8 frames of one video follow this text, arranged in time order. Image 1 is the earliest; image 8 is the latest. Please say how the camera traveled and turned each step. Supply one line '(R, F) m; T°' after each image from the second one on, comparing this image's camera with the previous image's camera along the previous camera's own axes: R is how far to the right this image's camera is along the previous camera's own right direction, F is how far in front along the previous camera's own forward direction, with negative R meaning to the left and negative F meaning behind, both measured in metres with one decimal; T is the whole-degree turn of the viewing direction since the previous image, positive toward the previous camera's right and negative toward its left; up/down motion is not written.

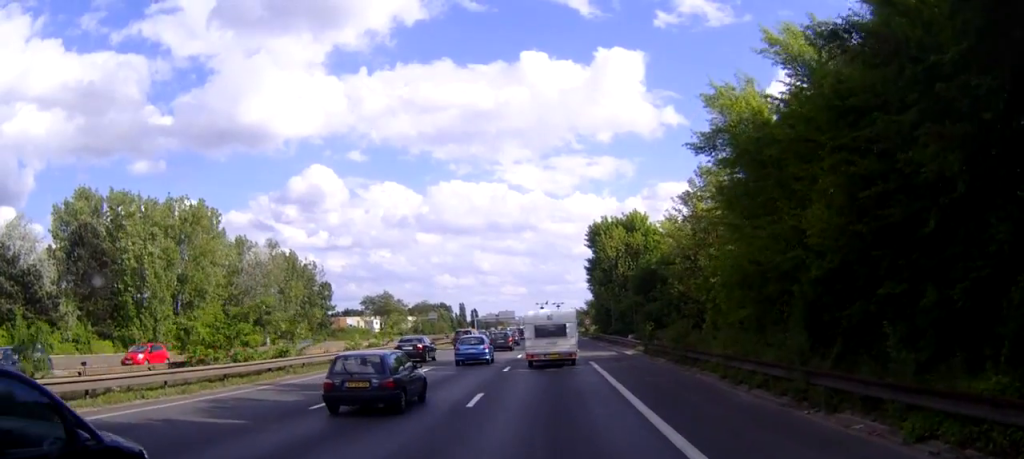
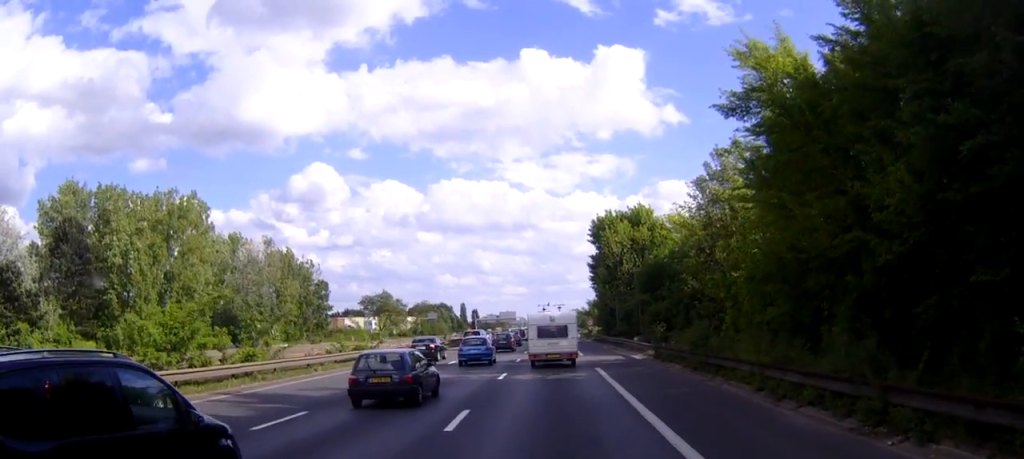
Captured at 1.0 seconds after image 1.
(0.0, +3.5) m; 0°
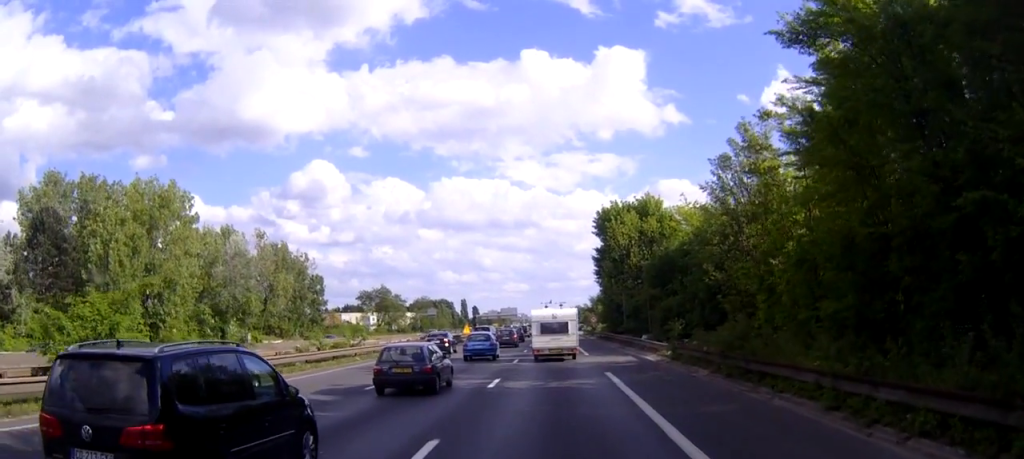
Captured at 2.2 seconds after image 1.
(0.0, +4.8) m; -1°
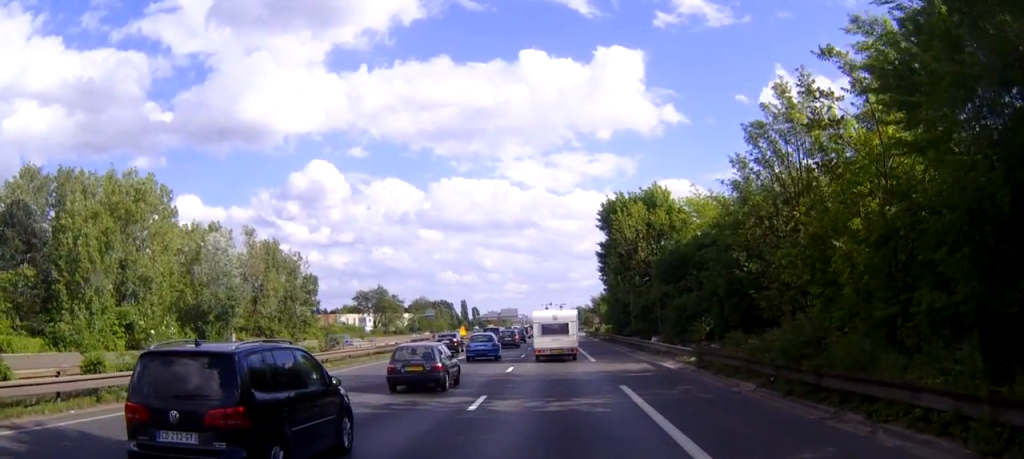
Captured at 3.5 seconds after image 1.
(-0.1, +5.5) m; -1°
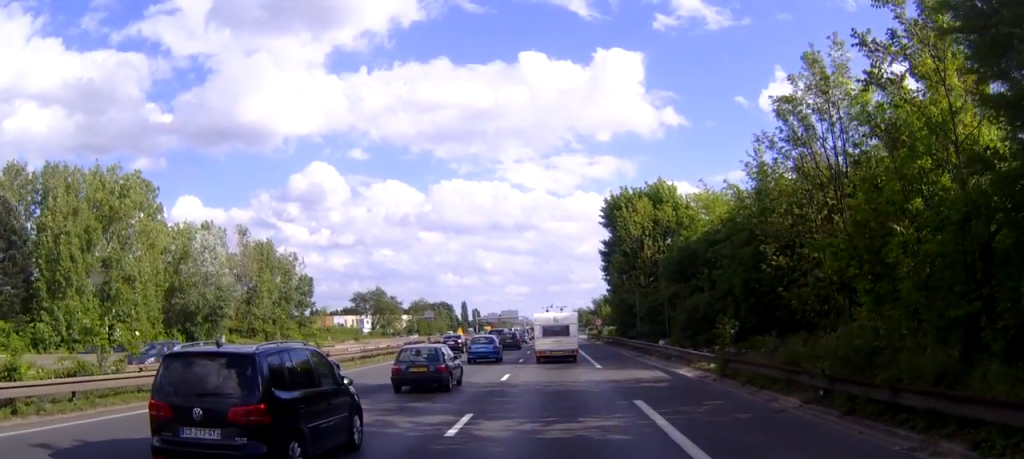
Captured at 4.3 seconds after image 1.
(0.0, +3.6) m; 0°
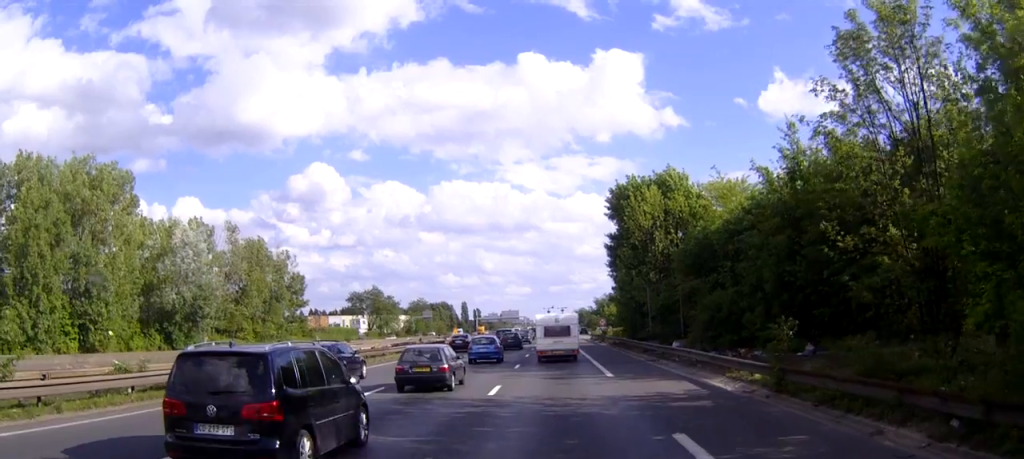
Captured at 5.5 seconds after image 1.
(0.0, +5.7) m; +1°
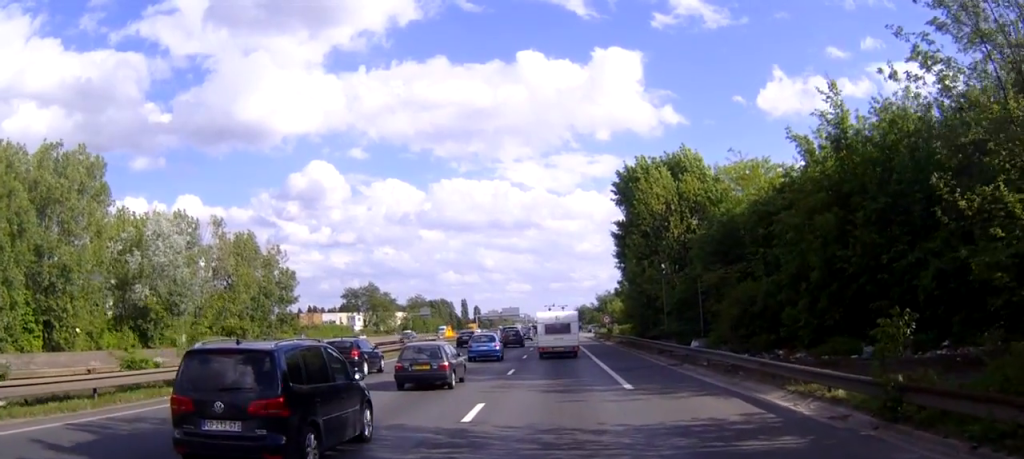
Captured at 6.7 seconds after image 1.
(0.0, +6.1) m; -1°
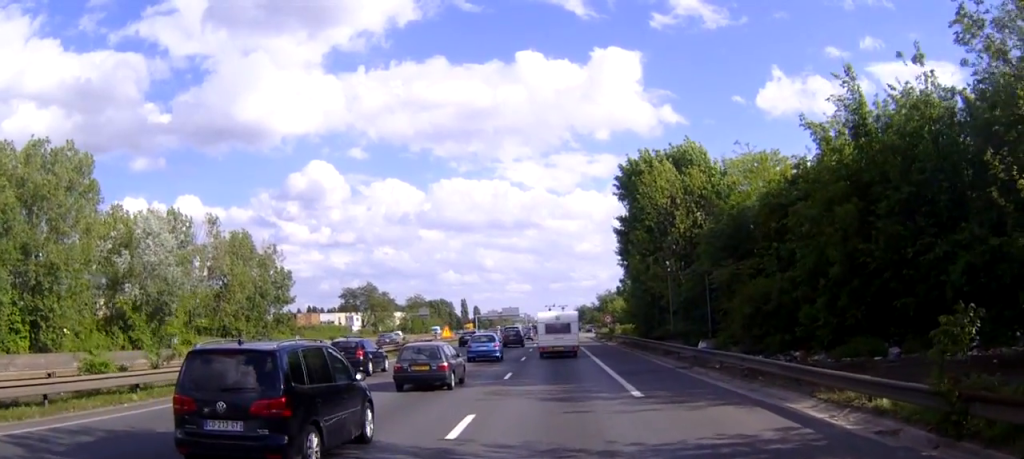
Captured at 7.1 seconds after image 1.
(0.0, +2.1) m; -1°
